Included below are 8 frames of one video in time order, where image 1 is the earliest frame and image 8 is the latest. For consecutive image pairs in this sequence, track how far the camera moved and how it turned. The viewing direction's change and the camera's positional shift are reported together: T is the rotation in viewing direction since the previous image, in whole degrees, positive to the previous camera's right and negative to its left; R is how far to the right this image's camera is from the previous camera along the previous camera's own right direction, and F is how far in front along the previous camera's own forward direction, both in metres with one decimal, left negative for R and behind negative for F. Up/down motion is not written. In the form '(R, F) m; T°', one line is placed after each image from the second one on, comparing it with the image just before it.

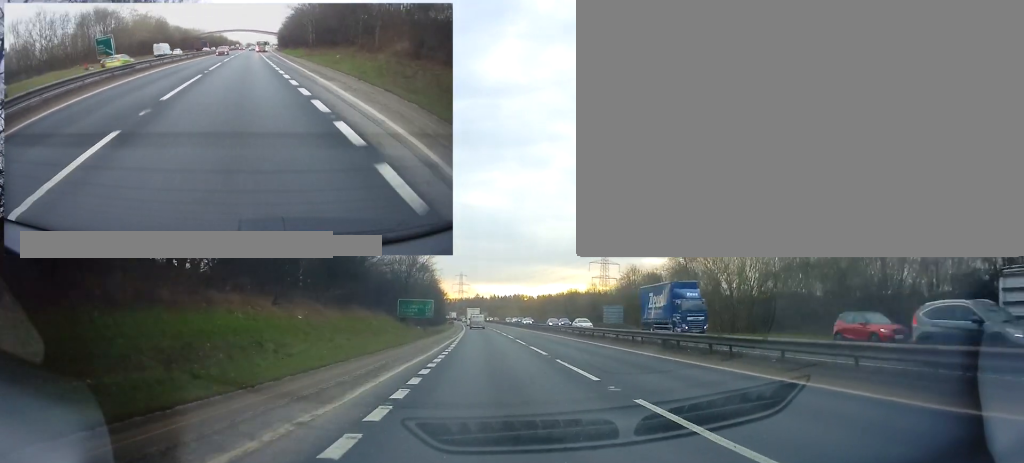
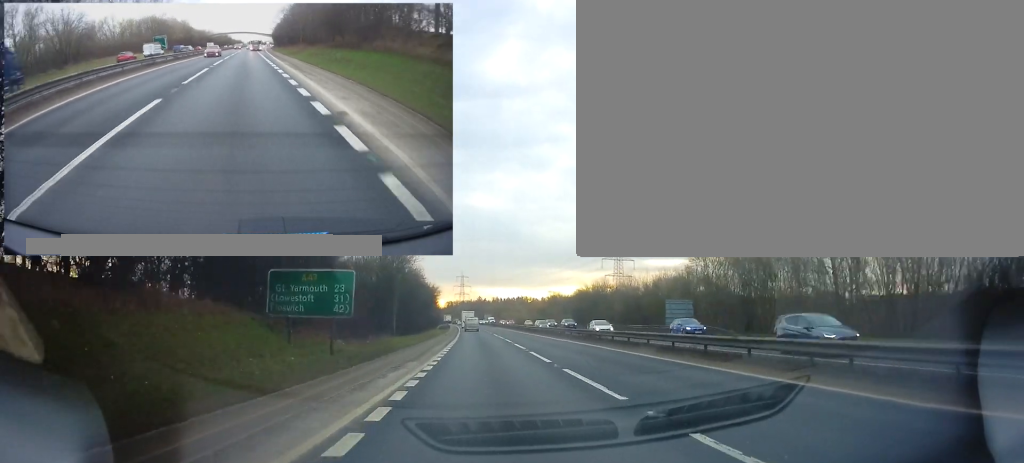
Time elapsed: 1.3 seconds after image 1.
(-0.2, +30.6) m; 0°
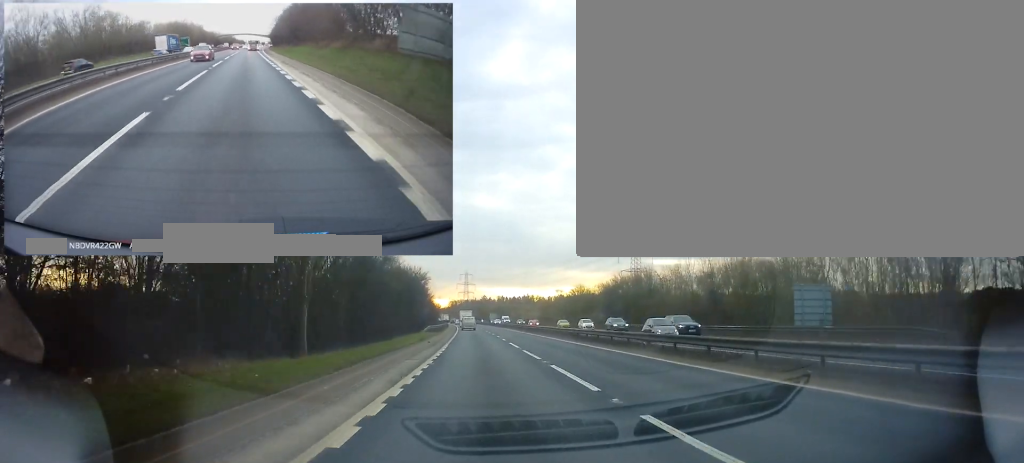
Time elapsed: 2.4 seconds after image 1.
(+0.1, +26.5) m; -1°
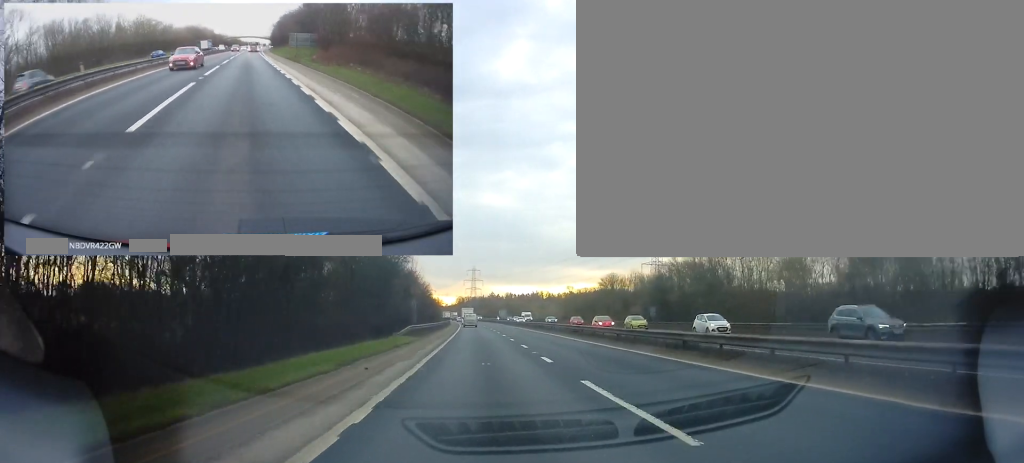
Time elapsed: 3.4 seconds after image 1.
(-0.6, +23.6) m; -1°
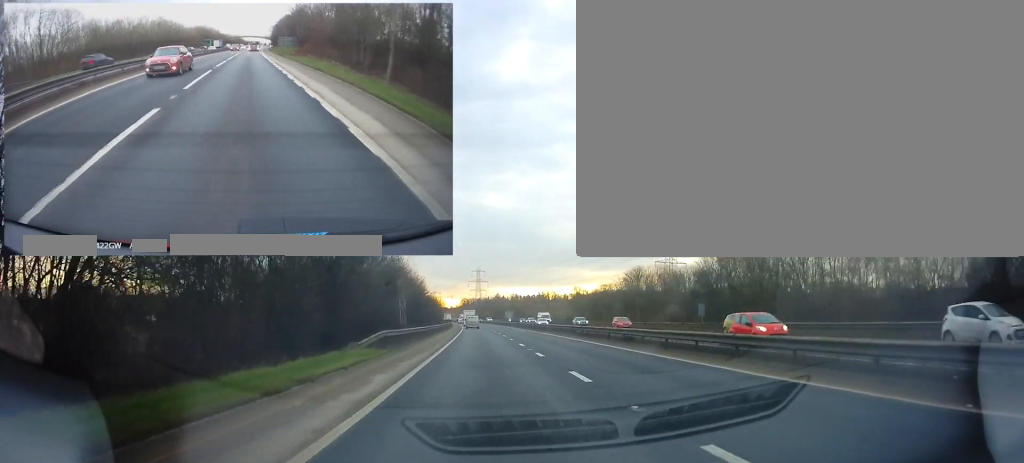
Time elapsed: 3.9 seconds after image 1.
(+0.1, +13.8) m; 0°
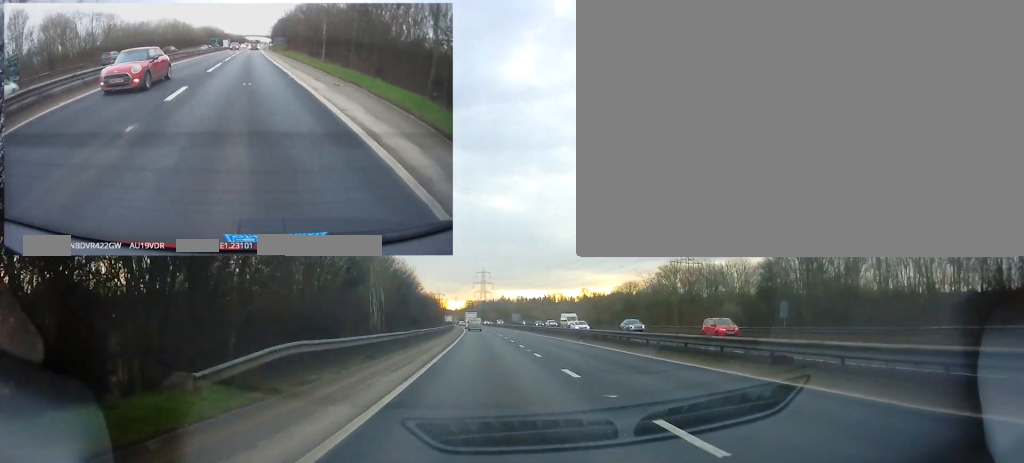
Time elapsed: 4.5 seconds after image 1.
(-0.1, +14.7) m; 0°
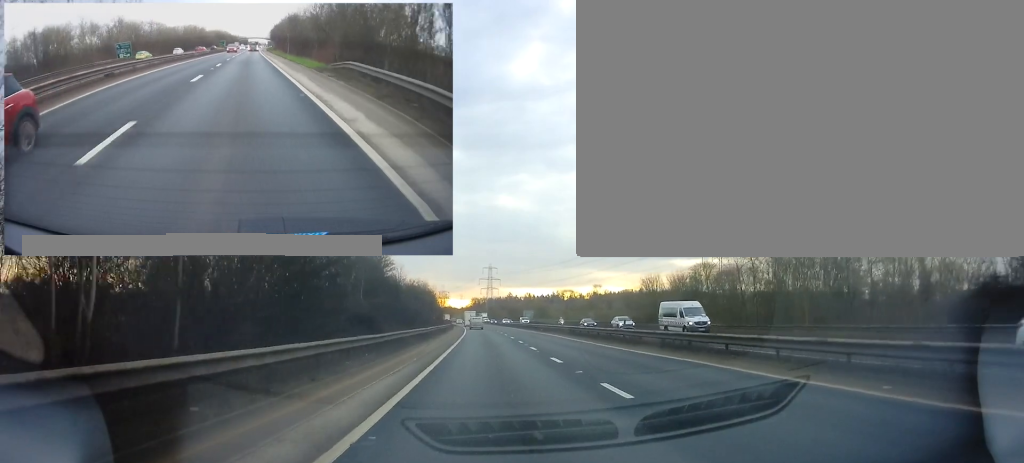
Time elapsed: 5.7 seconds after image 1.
(-0.2, +28.8) m; 0°
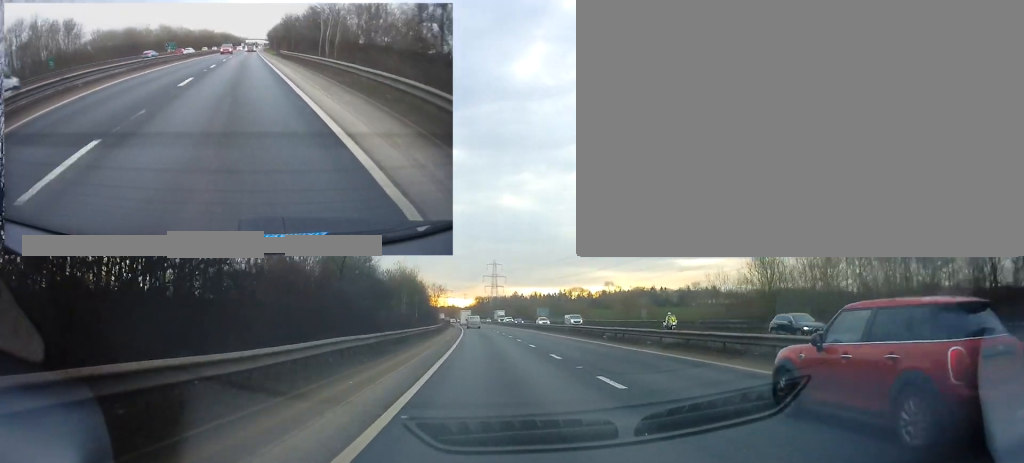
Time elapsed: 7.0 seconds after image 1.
(-0.1, +31.5) m; 0°
